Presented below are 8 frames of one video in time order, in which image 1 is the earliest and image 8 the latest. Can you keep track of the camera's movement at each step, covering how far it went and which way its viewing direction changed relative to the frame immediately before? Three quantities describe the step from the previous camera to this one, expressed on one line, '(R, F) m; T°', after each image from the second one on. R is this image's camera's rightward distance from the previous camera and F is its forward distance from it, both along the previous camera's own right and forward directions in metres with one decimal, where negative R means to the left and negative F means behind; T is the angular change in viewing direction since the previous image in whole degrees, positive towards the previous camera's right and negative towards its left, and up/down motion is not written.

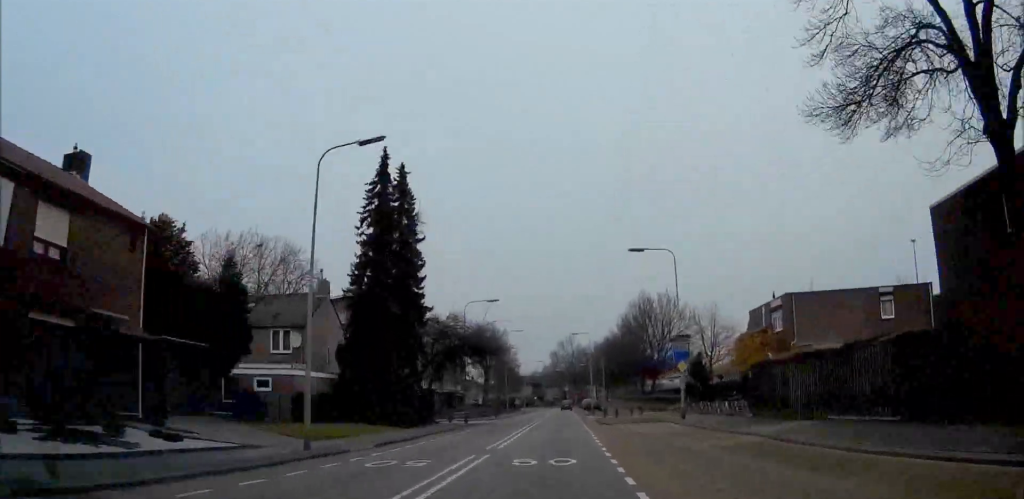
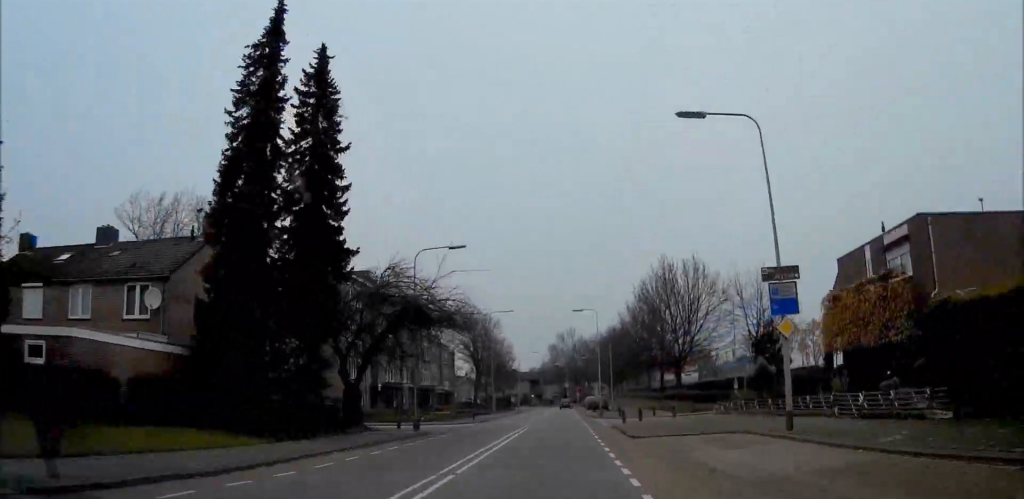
(-0.1, +16.5) m; 0°
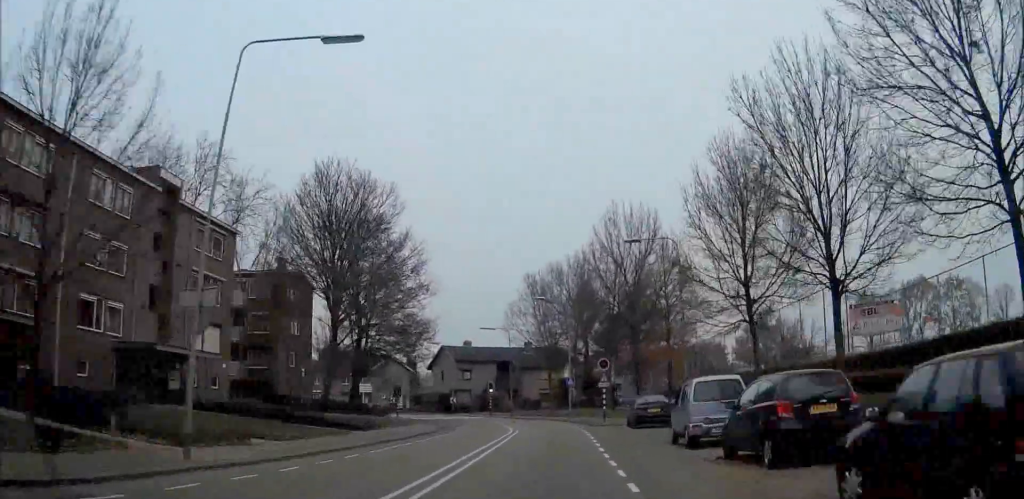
(-1.0, +91.1) m; -3°
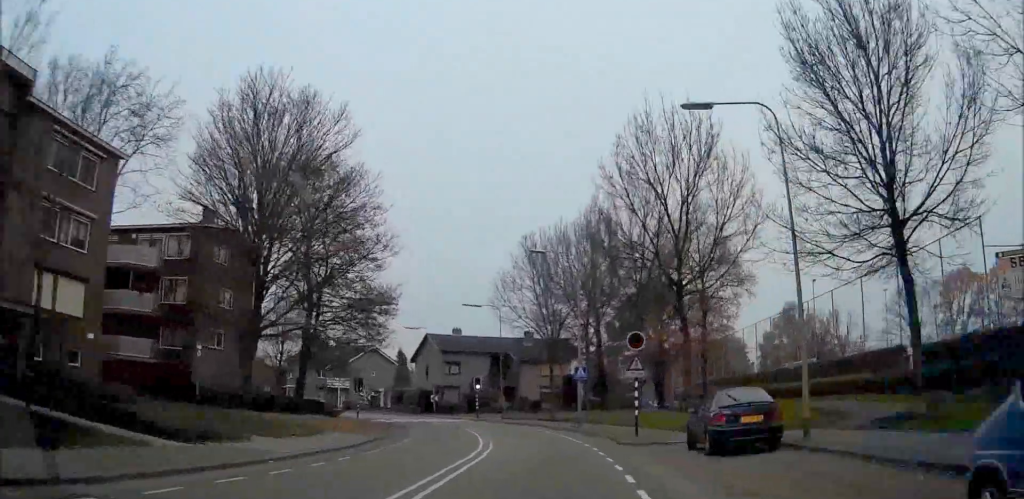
(-0.1, +15.6) m; -4°
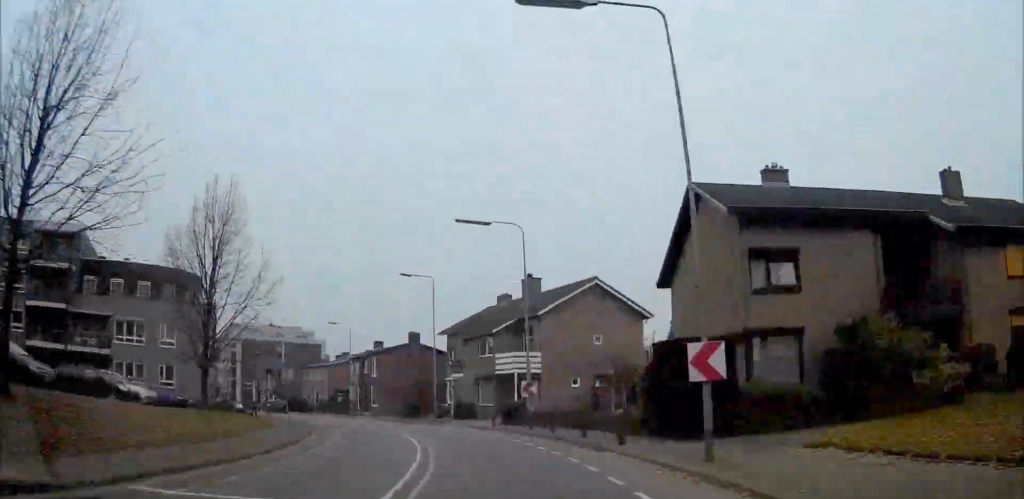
(-13.8, +53.4) m; -27°
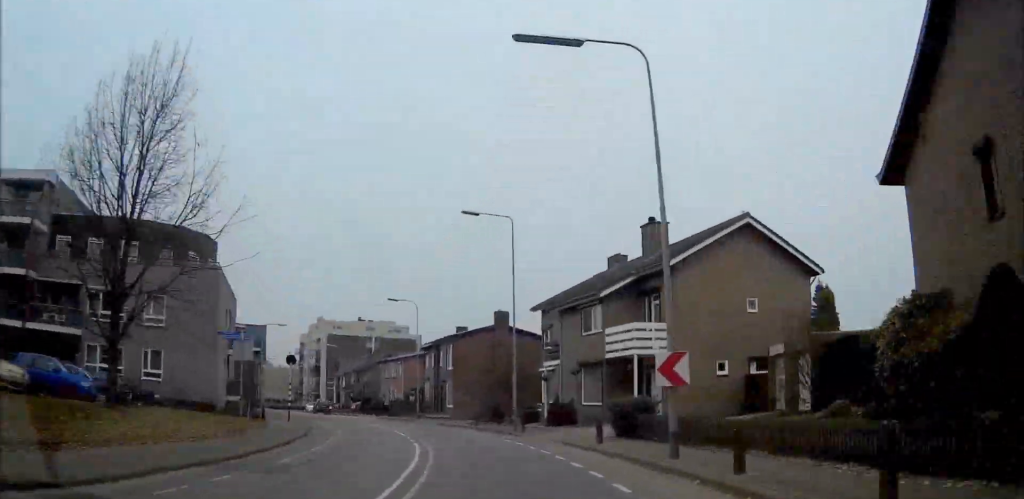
(0.0, +15.2) m; 0°
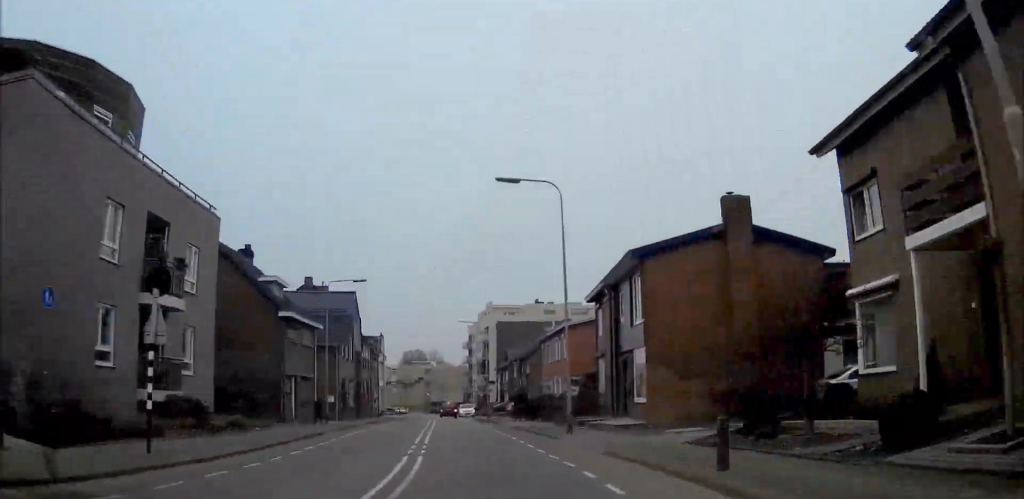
(0.0, +27.1) m; -5°
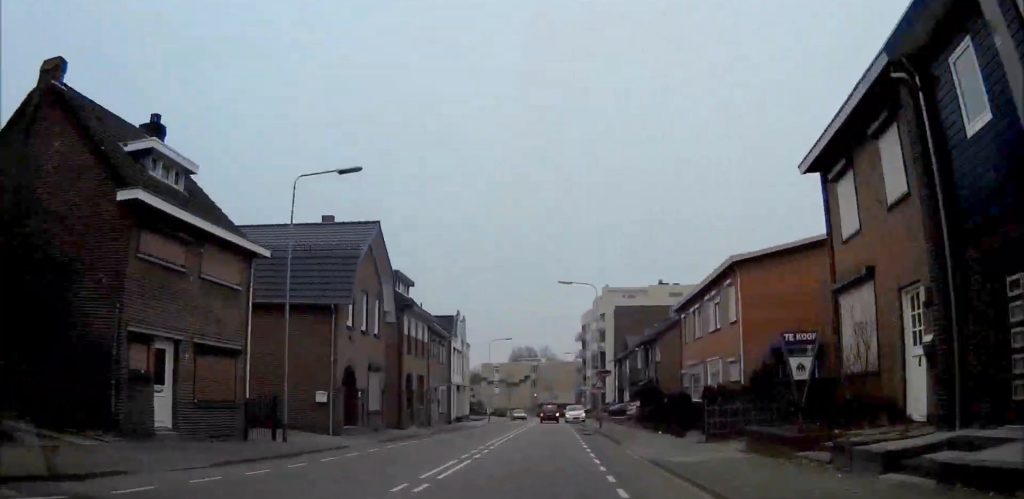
(+0.8, +19.4) m; -9°
